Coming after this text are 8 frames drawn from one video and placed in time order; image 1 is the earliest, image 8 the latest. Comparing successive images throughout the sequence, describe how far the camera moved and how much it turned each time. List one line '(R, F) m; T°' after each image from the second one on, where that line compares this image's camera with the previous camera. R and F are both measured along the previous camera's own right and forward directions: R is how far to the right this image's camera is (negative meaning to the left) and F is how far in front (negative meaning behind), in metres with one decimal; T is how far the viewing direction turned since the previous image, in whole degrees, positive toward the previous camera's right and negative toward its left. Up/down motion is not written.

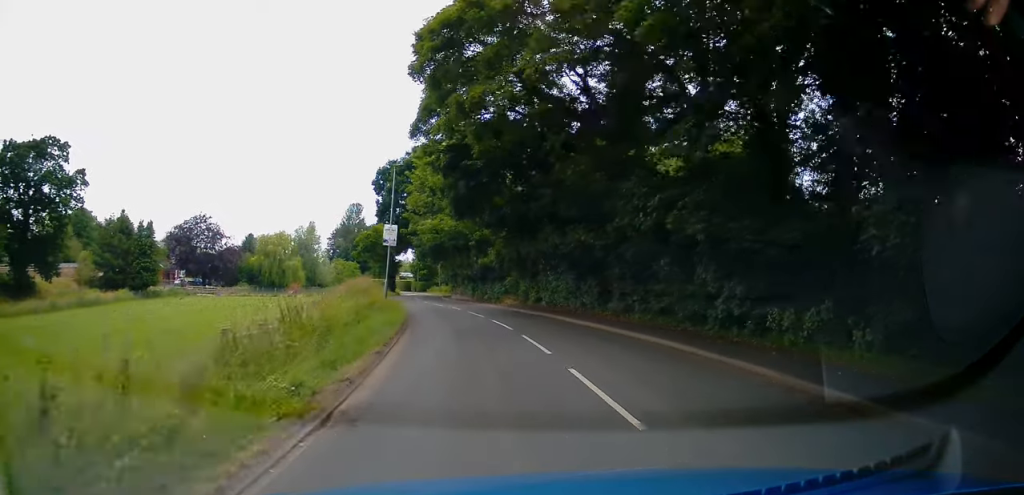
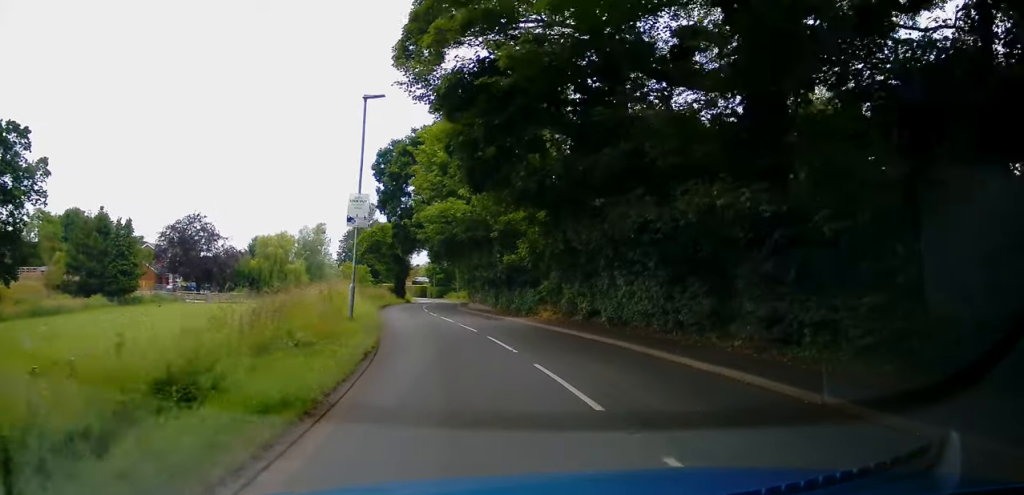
(-0.4, +10.5) m; -2°
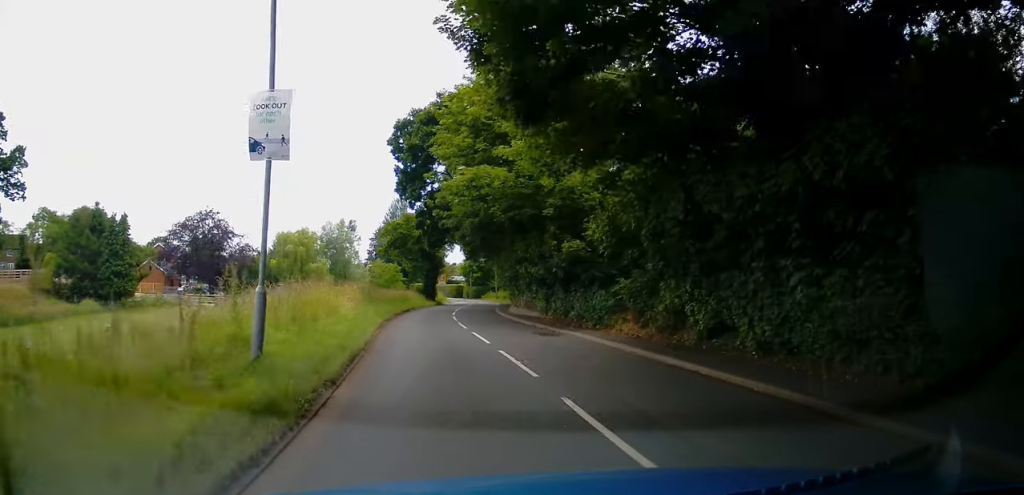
(0.0, +9.1) m; 0°
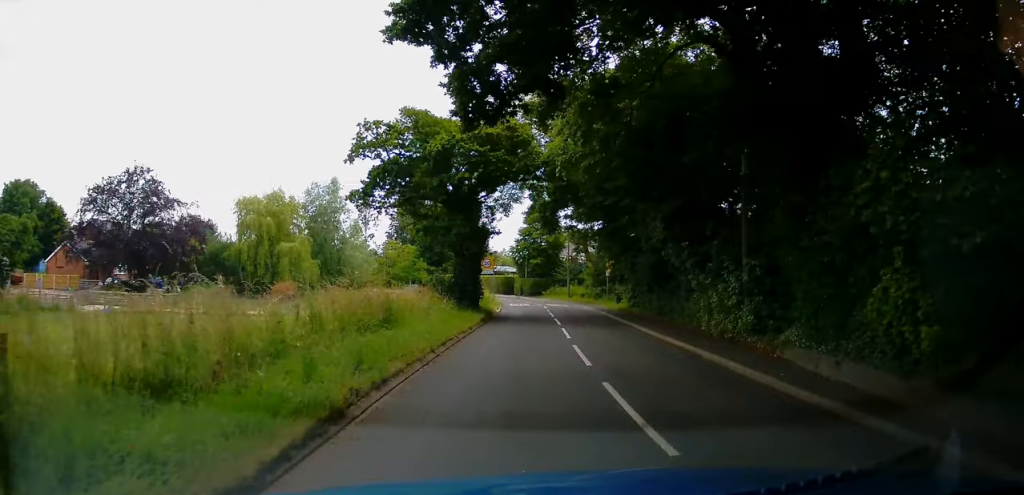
(-2.7, +33.3) m; -6°
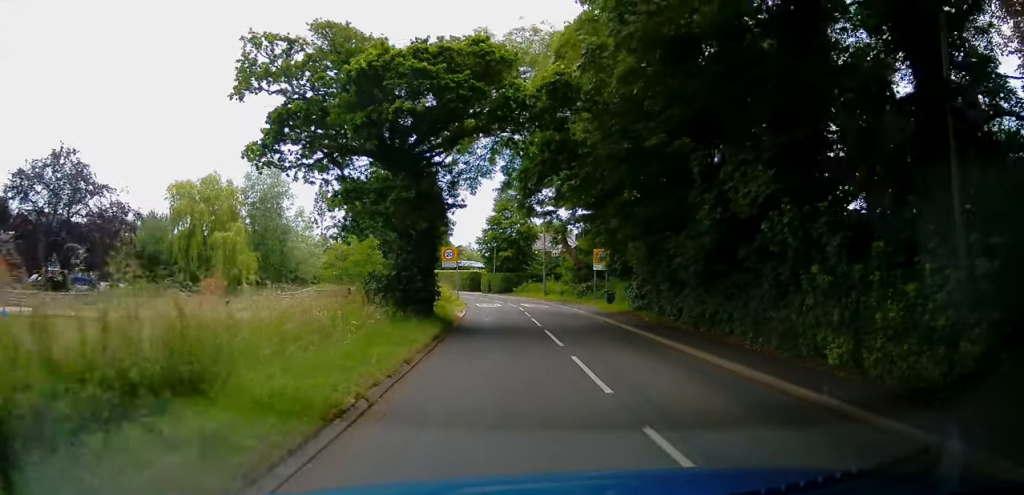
(+0.2, +8.7) m; +2°
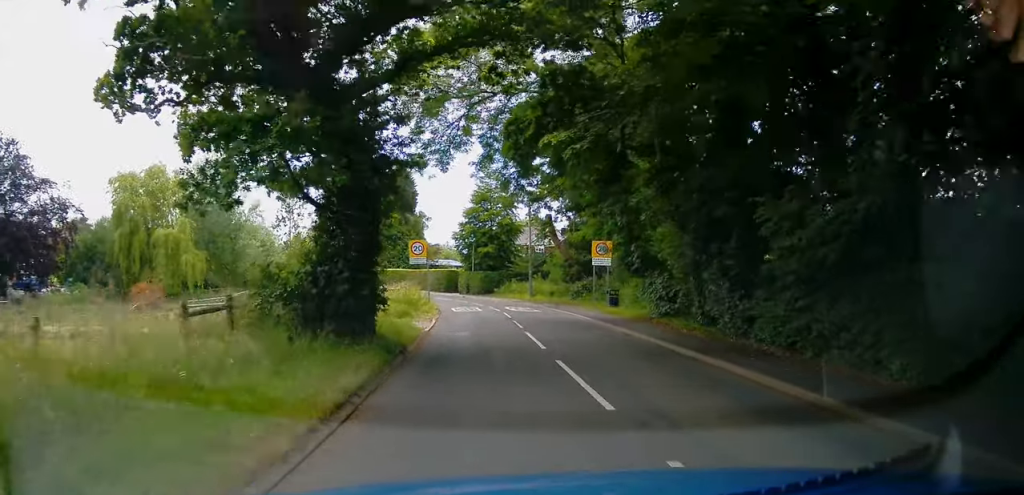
(-0.1, +6.7) m; +2°
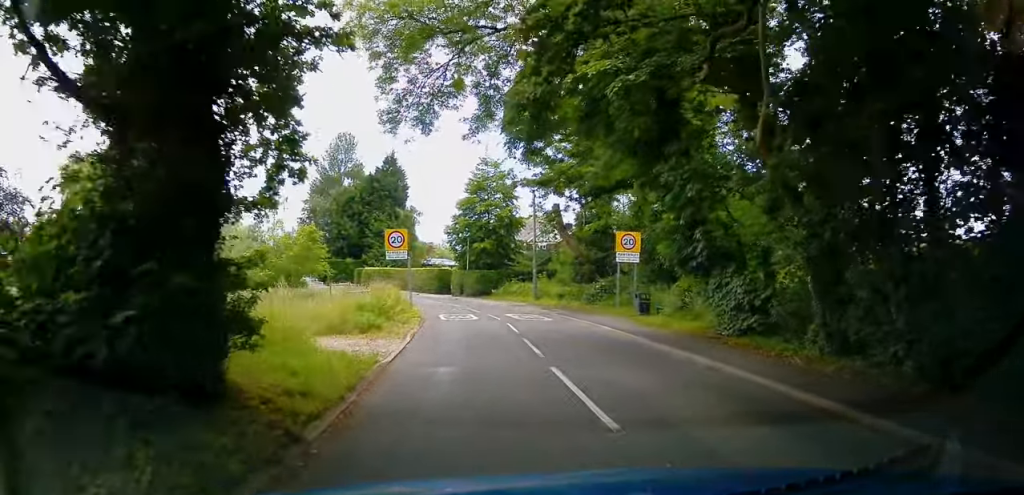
(+0.3, +6.9) m; +2°
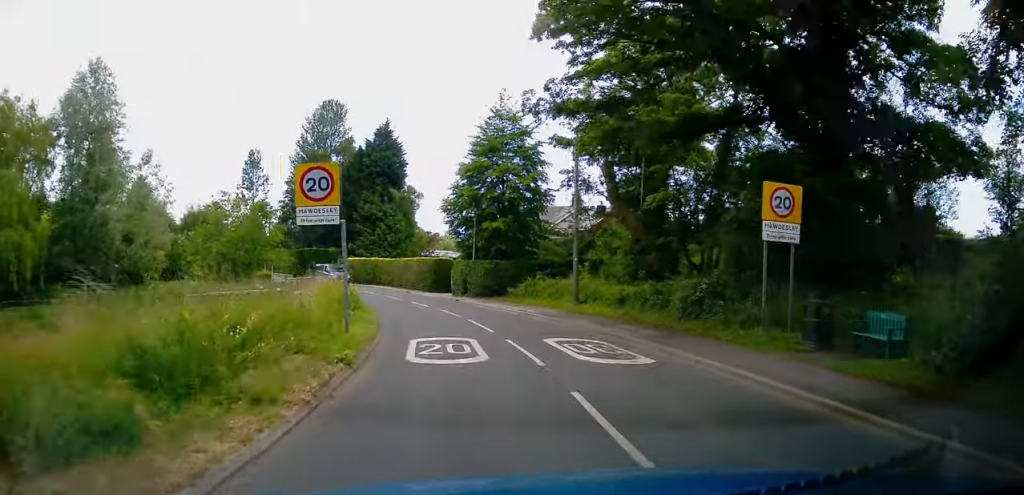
(+0.3, +13.9) m; -1°
